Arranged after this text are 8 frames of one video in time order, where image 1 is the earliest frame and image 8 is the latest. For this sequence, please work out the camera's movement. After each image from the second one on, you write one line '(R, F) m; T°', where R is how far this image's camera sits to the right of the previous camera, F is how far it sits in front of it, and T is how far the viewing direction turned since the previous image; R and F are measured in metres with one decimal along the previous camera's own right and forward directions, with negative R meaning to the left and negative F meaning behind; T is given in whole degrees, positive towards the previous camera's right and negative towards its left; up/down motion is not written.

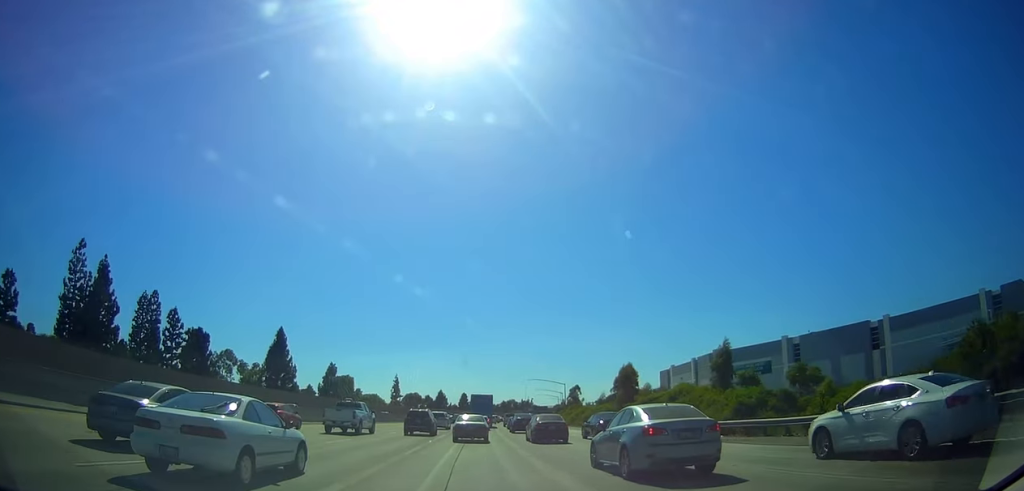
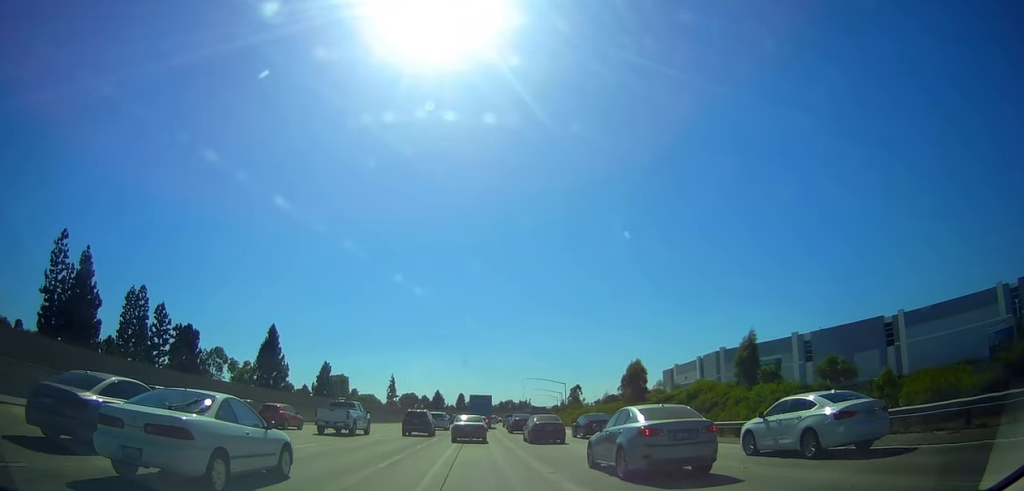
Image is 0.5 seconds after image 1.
(-0.1, +4.3) m; +1°
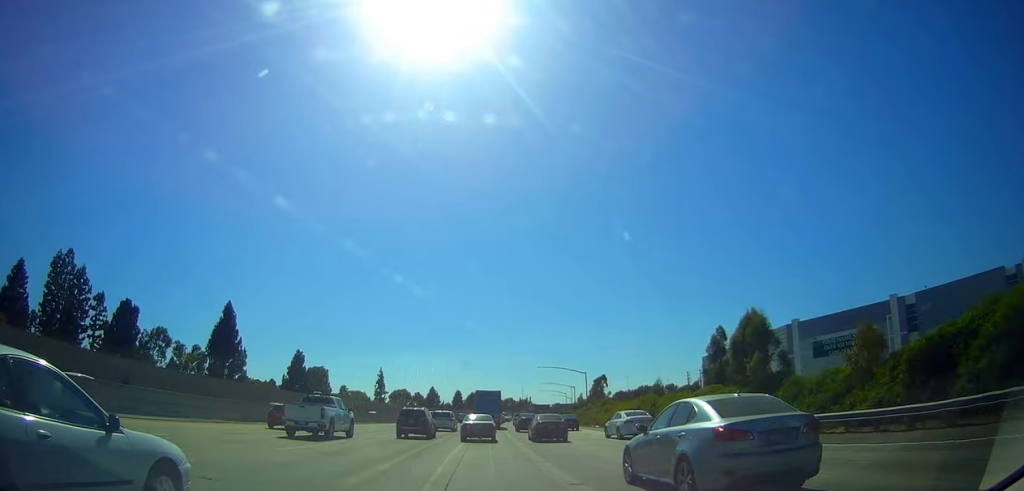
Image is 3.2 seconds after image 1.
(-0.5, +27.9) m; -3°
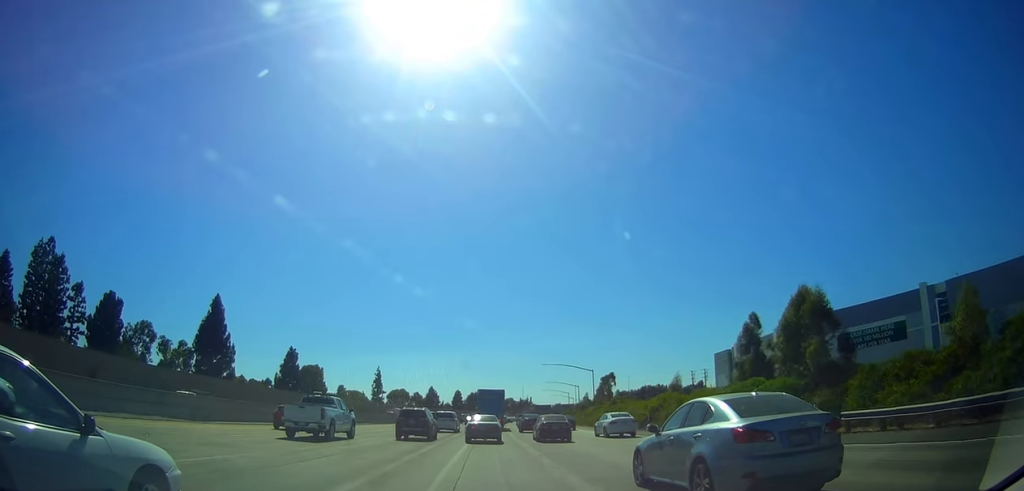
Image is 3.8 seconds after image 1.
(-0.2, +6.8) m; -1°
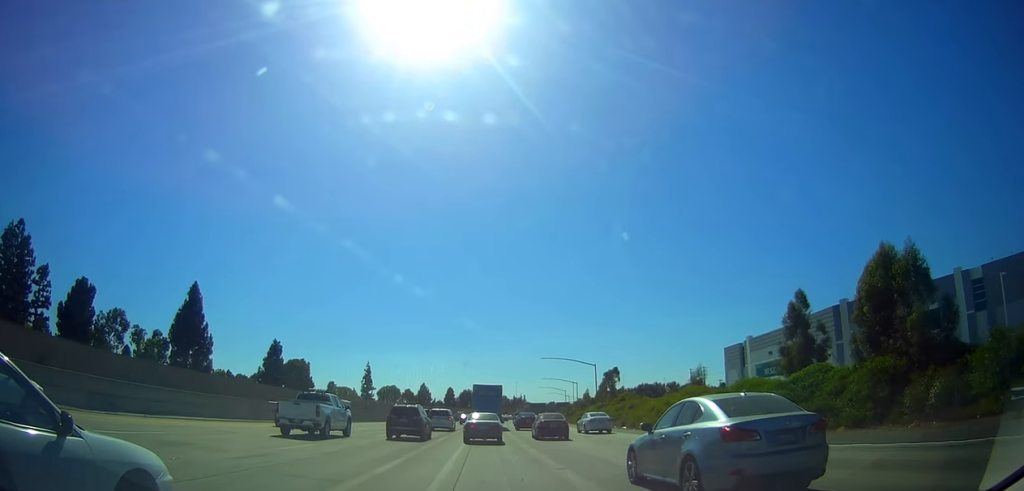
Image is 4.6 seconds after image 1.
(-0.3, +8.6) m; 0°
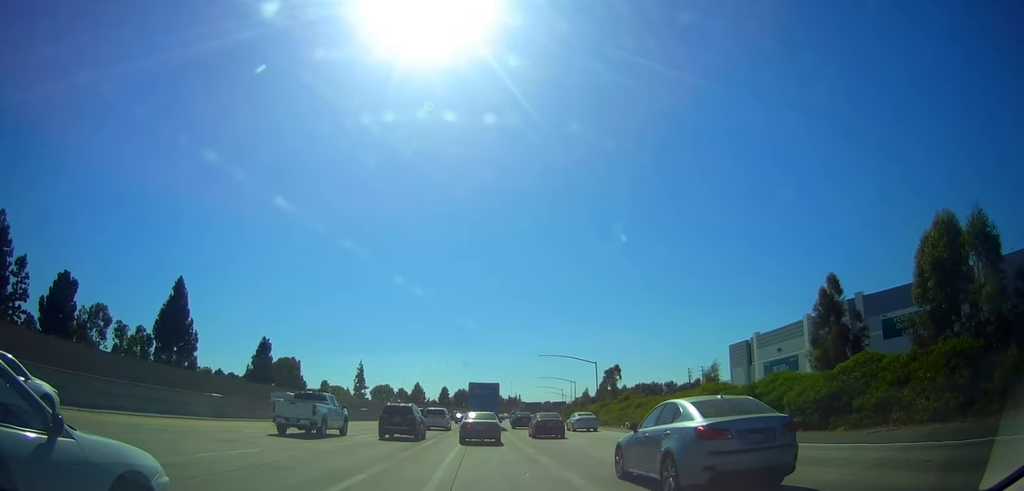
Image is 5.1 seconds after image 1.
(+0.2, +5.0) m; +1°
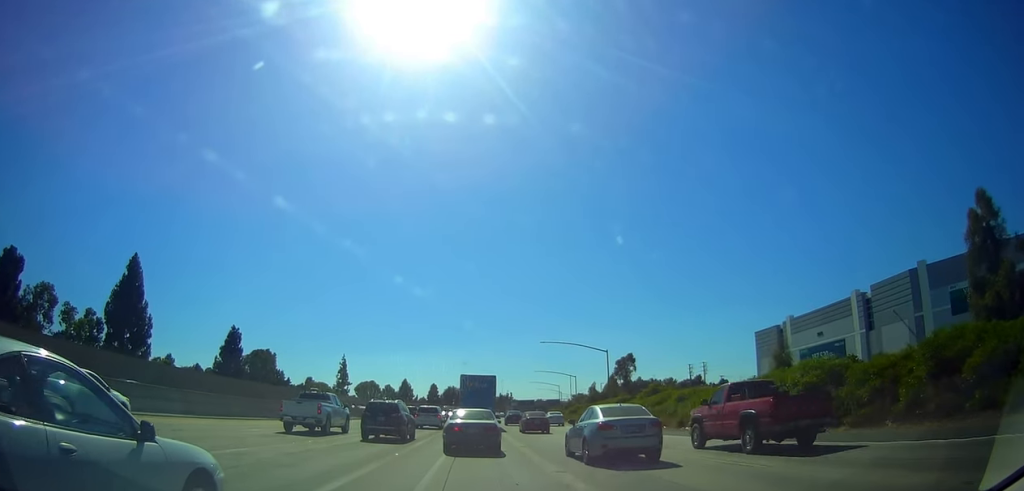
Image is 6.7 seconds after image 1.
(+0.3, +16.9) m; +1°
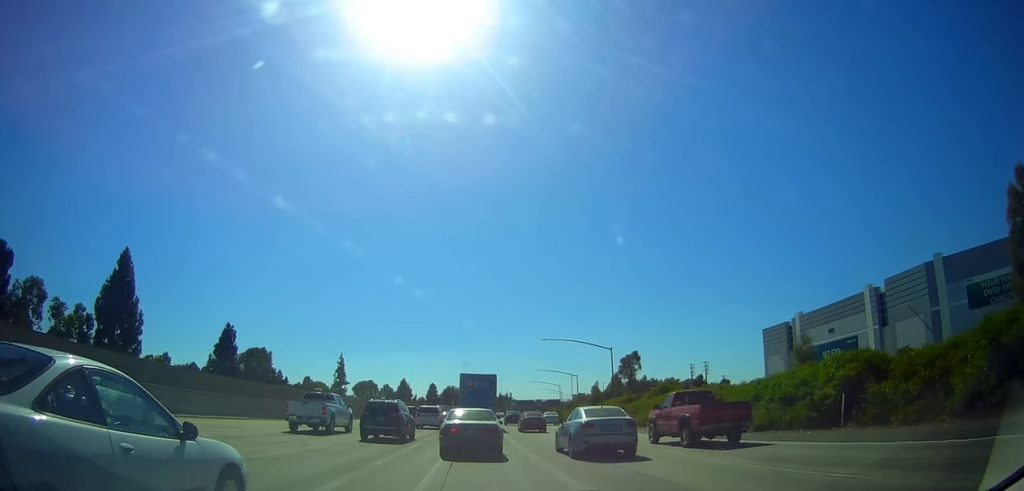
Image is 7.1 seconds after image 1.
(0.0, +3.9) m; 0°
